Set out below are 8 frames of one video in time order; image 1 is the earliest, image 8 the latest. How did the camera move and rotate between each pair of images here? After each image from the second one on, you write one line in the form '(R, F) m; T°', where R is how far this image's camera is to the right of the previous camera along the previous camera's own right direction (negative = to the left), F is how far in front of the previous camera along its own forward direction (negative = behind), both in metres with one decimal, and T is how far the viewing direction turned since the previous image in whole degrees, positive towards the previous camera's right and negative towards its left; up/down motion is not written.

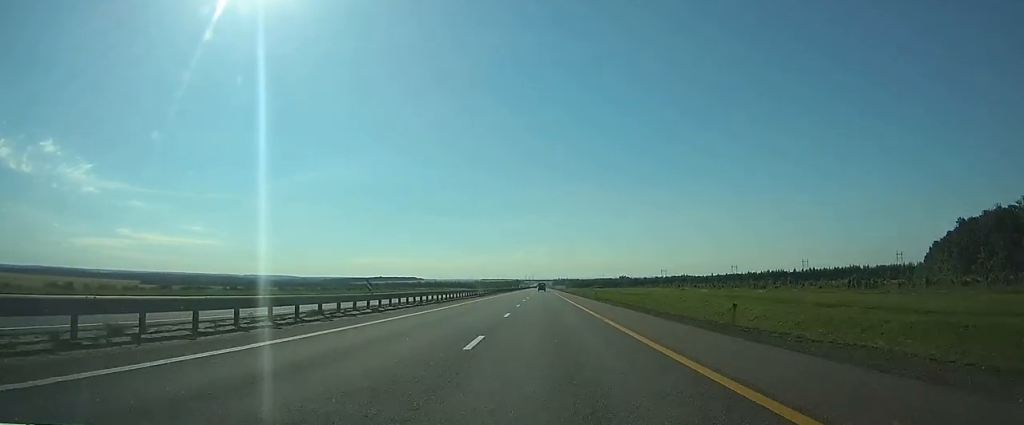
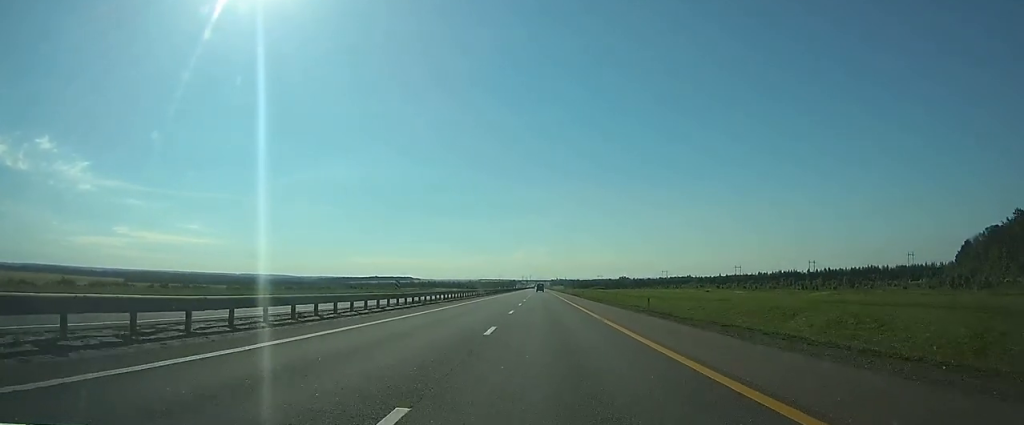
(+0.1, +31.9) m; 0°
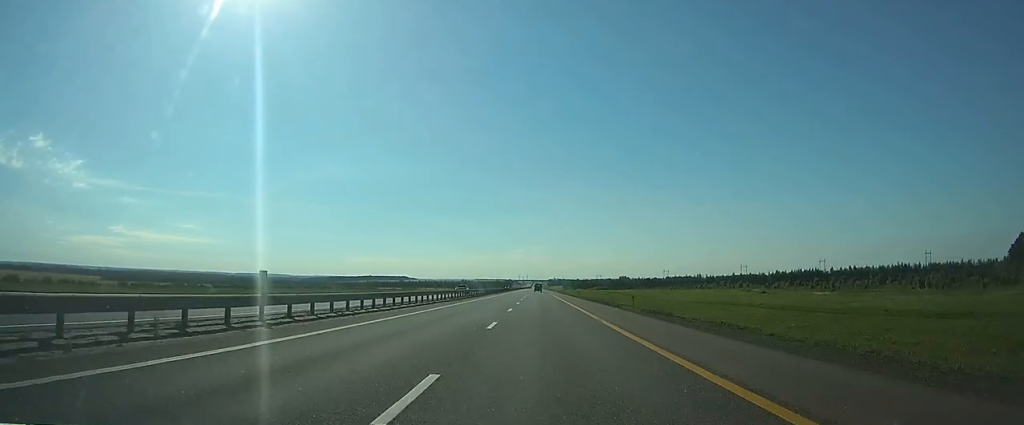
(+0.1, +45.3) m; 0°
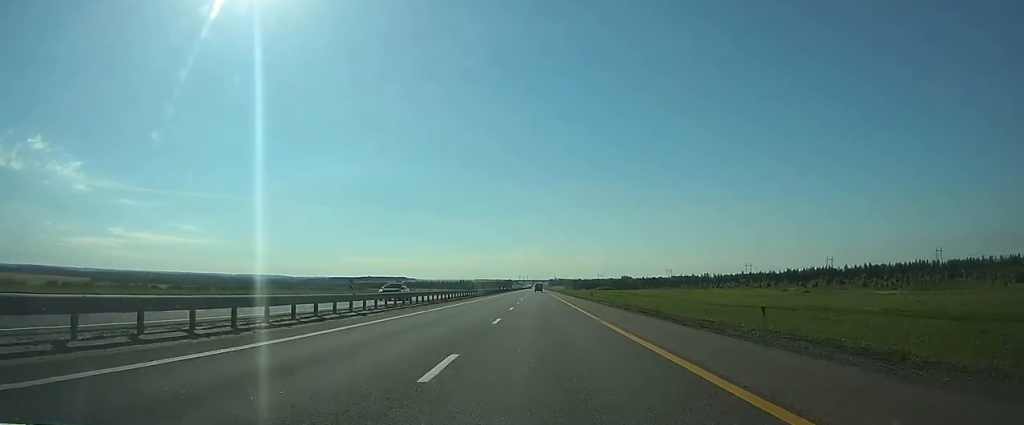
(0.0, +21.3) m; 0°
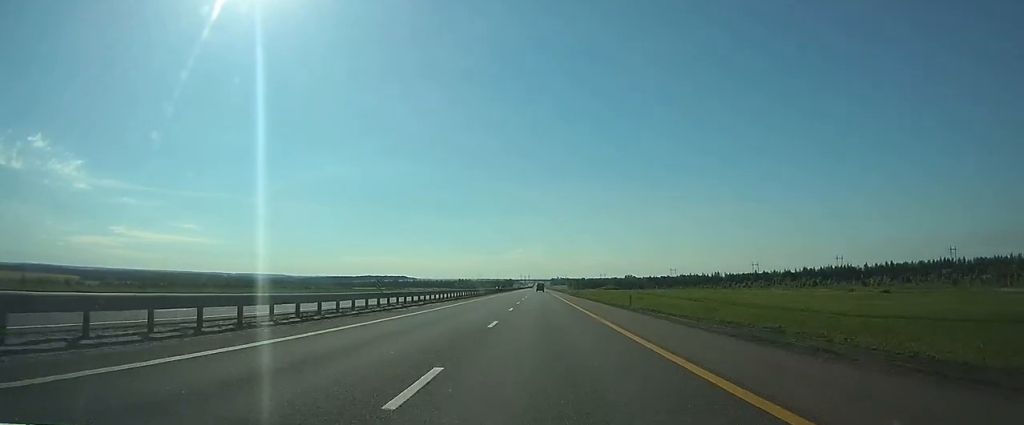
(0.0, +25.4) m; 0°
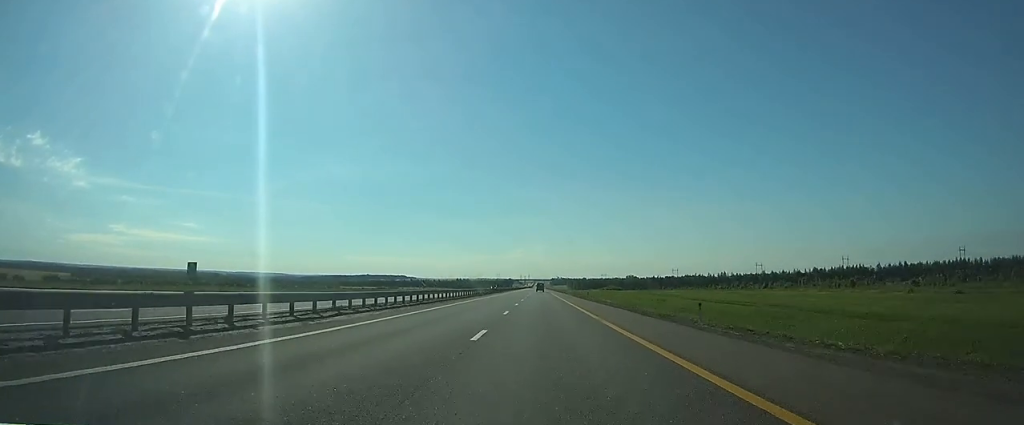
(0.0, +16.3) m; 0°
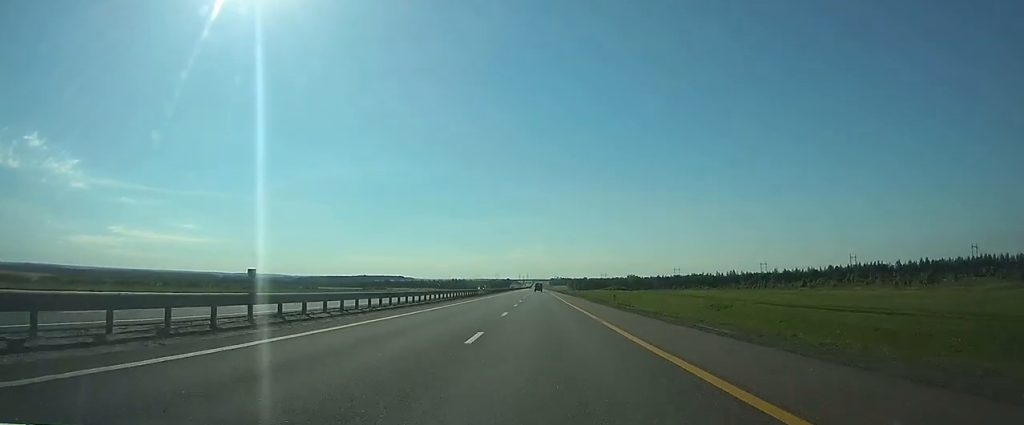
(-0.1, +24.5) m; 0°
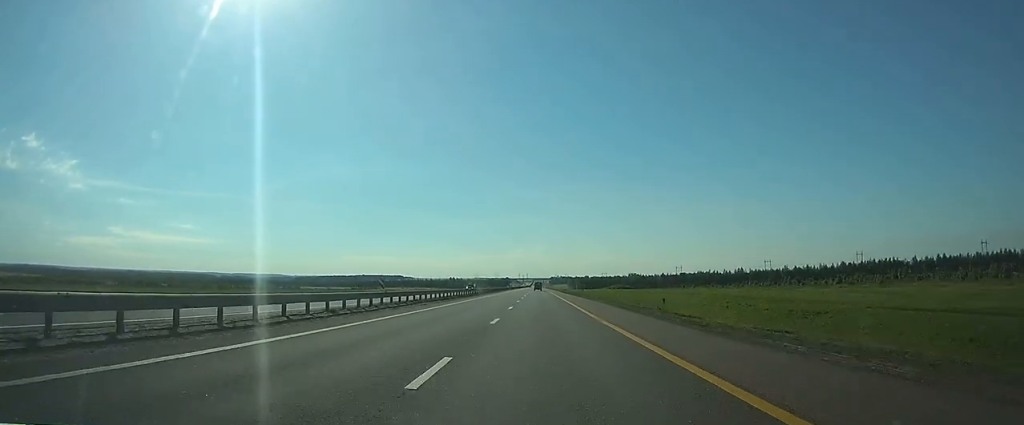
(0.0, +17.4) m; 0°
